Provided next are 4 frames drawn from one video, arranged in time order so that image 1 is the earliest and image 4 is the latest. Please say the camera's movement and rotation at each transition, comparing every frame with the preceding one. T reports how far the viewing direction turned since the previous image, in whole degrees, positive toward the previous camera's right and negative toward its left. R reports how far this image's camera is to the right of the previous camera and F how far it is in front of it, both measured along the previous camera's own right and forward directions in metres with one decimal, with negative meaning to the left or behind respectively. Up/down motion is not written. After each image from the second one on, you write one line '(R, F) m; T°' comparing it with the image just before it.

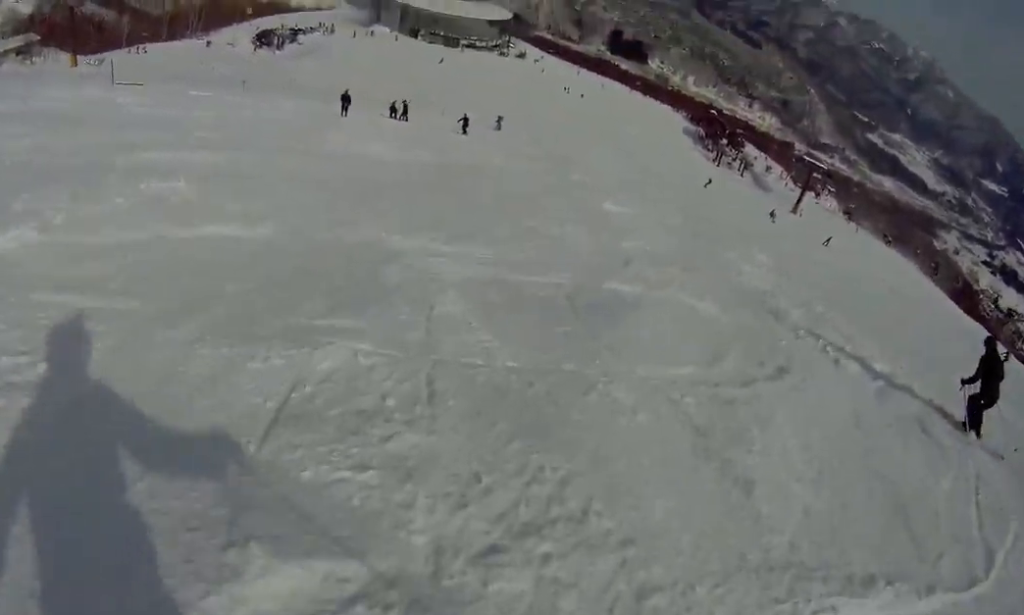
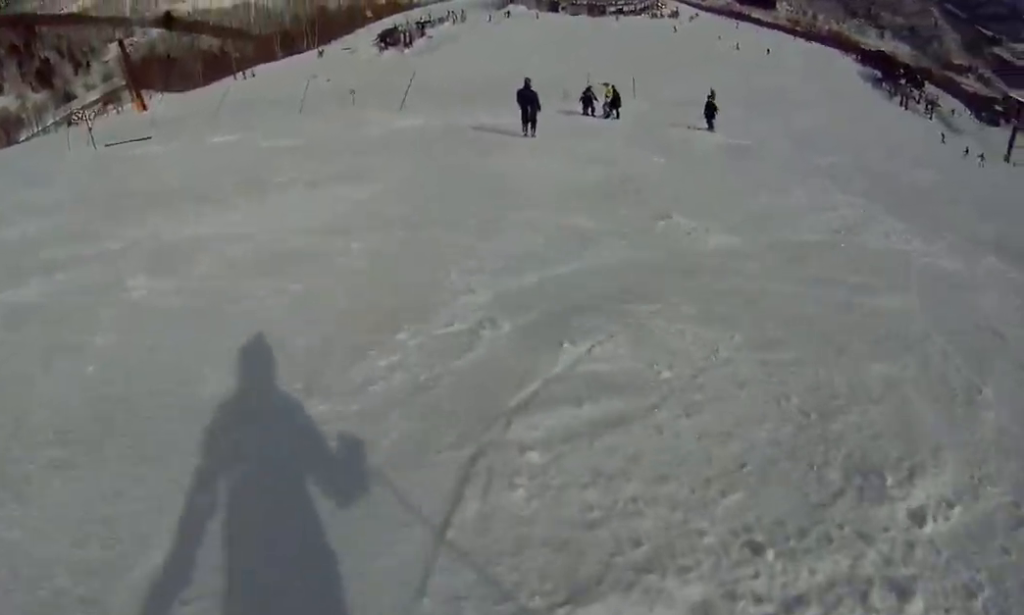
(-2.0, +16.3) m; +17°
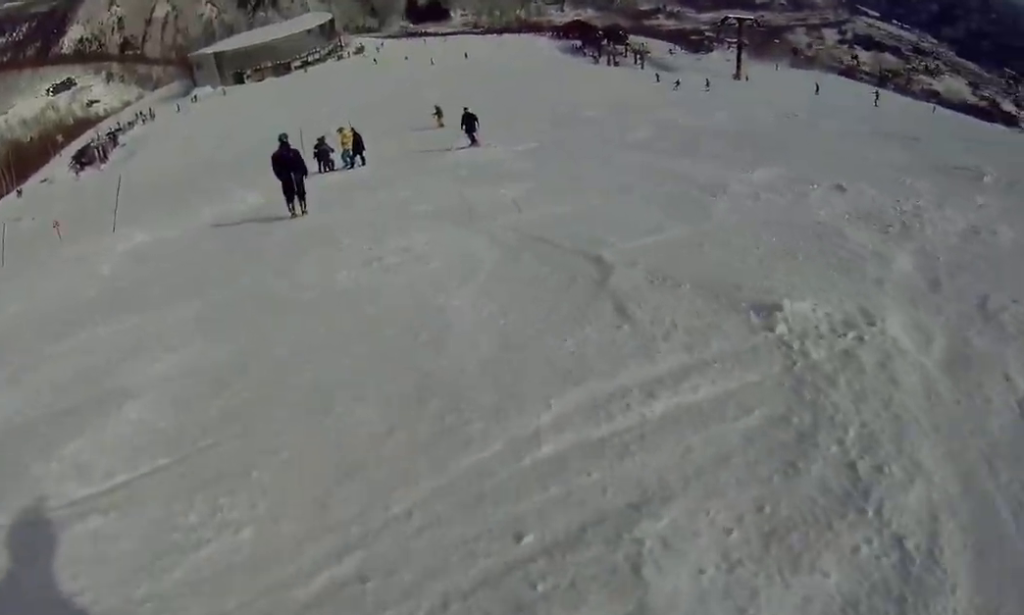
(+1.4, +4.3) m; +10°
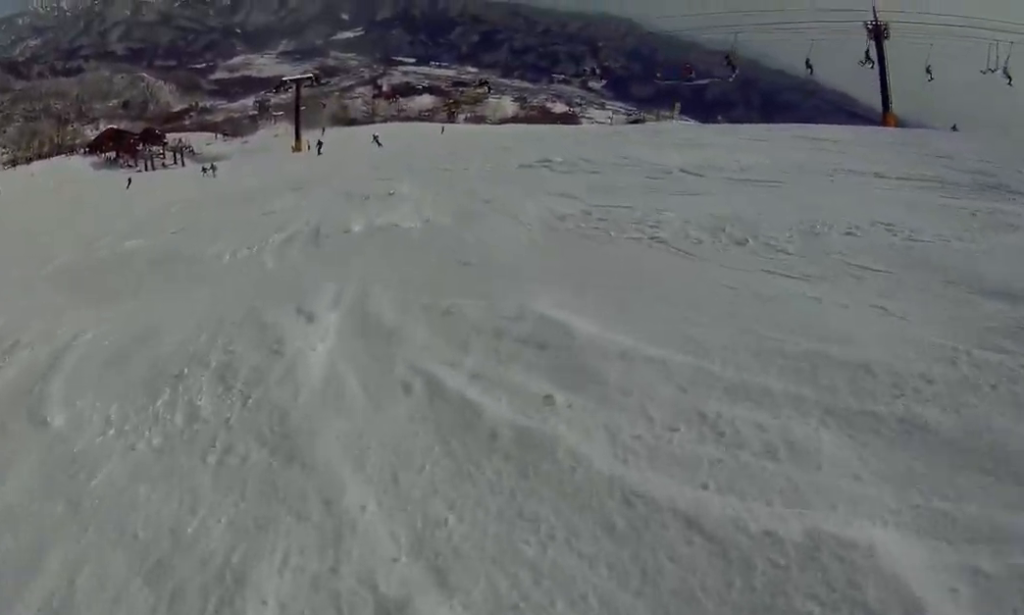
(+0.8, +15.7) m; +1°
